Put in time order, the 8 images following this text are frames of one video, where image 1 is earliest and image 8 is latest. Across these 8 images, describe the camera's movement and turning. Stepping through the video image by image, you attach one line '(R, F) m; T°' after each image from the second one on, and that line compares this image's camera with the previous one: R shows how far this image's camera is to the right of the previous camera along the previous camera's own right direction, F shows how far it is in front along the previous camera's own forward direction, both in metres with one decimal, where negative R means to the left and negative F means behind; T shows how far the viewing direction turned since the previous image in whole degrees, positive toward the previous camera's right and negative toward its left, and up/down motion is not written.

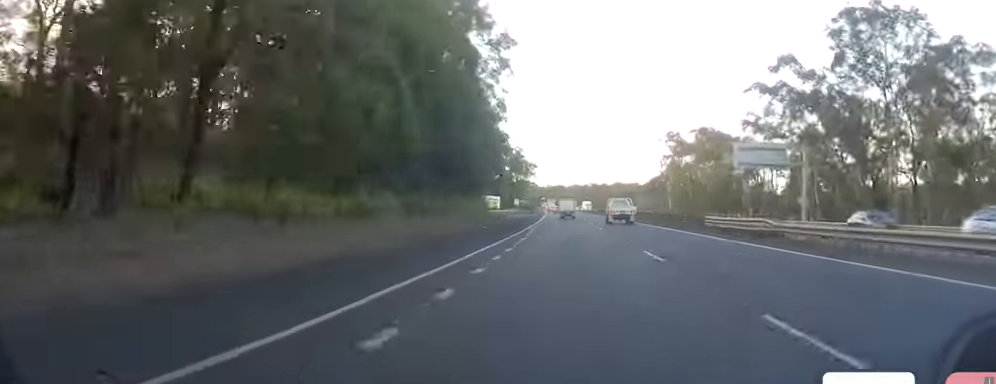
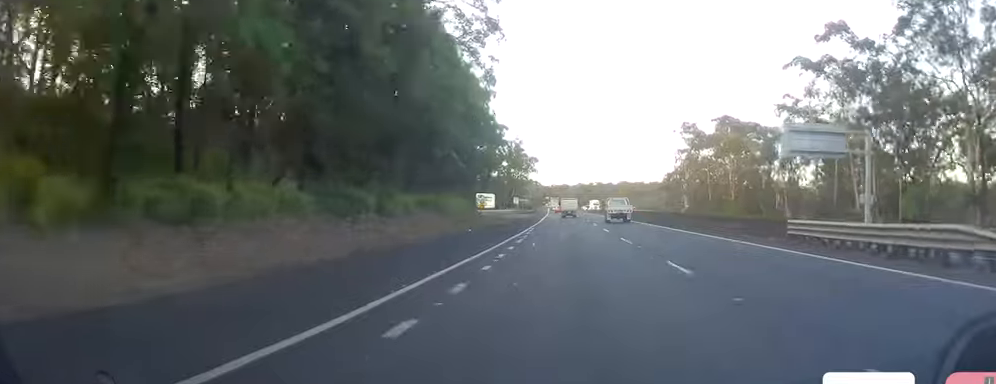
(+0.2, +15.4) m; 0°
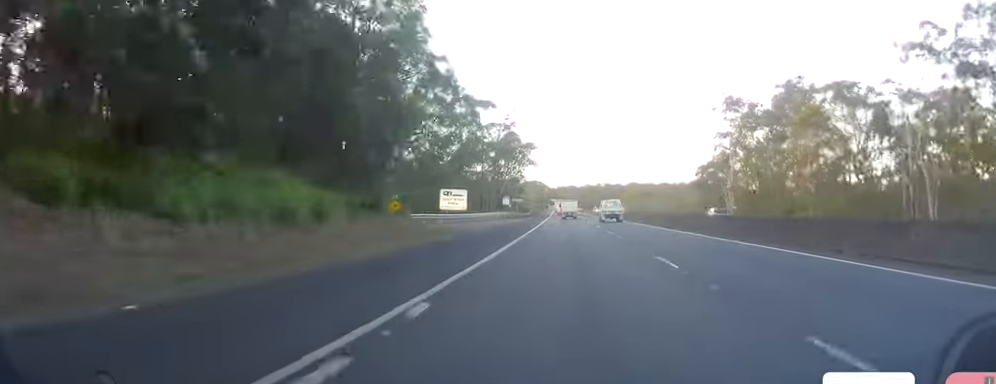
(+0.1, +34.5) m; -1°
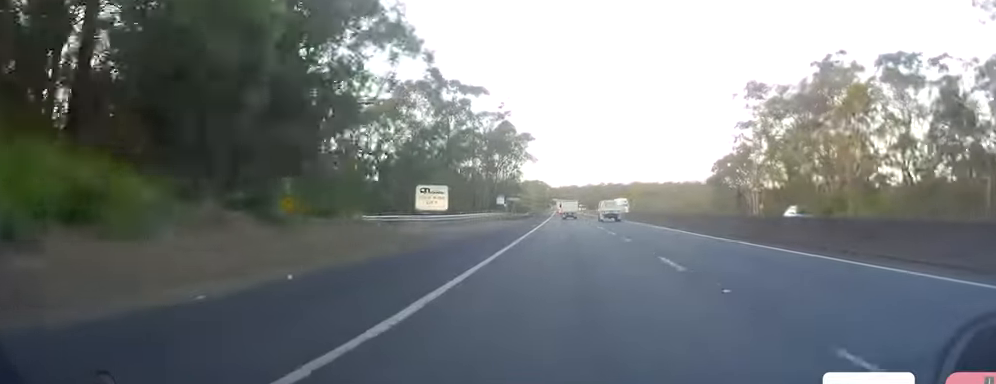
(0.0, +12.4) m; 0°
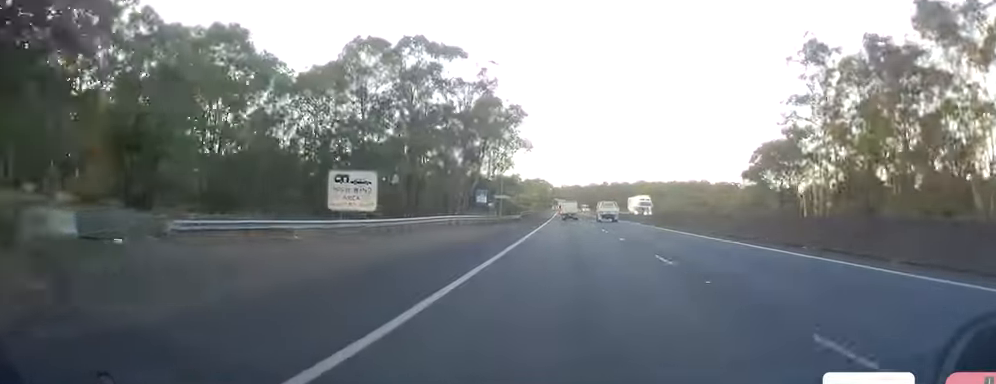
(-0.5, +22.9) m; 0°
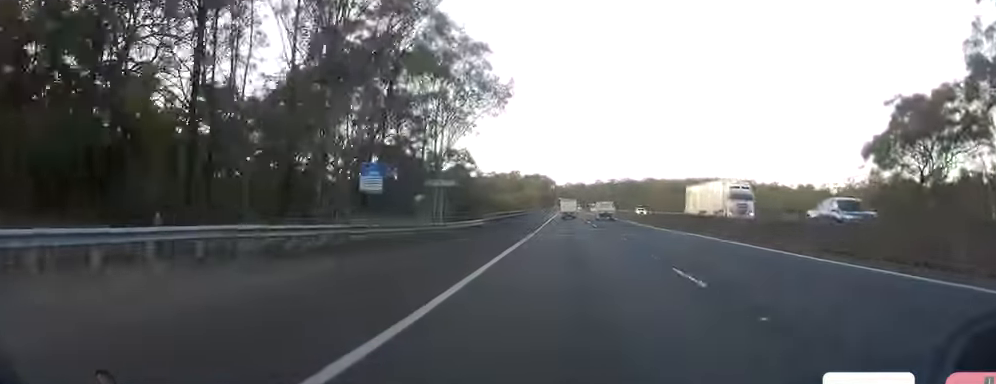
(+0.7, +40.1) m; 0°
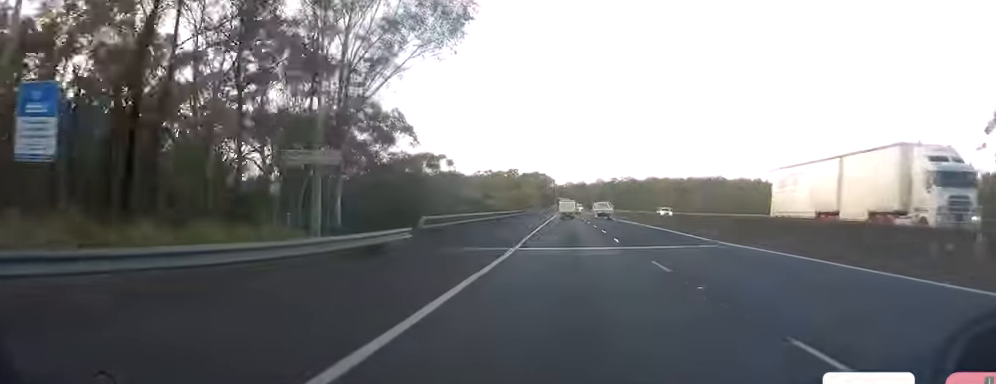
(0.0, +20.1) m; -1°
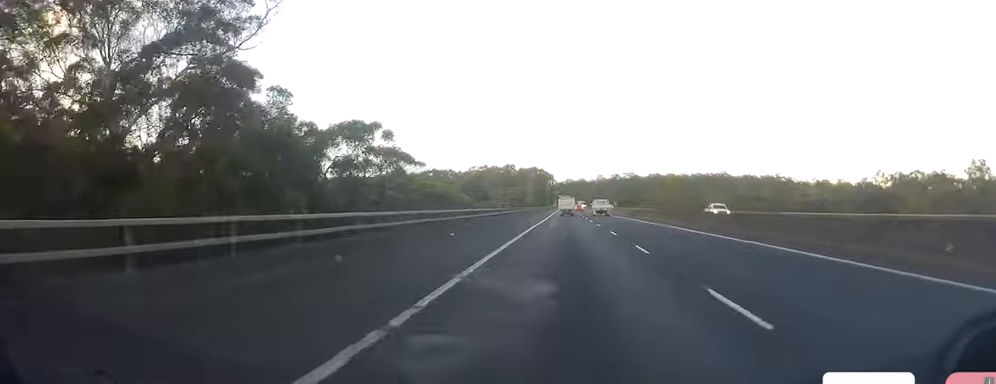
(-0.3, +22.1) m; 0°
